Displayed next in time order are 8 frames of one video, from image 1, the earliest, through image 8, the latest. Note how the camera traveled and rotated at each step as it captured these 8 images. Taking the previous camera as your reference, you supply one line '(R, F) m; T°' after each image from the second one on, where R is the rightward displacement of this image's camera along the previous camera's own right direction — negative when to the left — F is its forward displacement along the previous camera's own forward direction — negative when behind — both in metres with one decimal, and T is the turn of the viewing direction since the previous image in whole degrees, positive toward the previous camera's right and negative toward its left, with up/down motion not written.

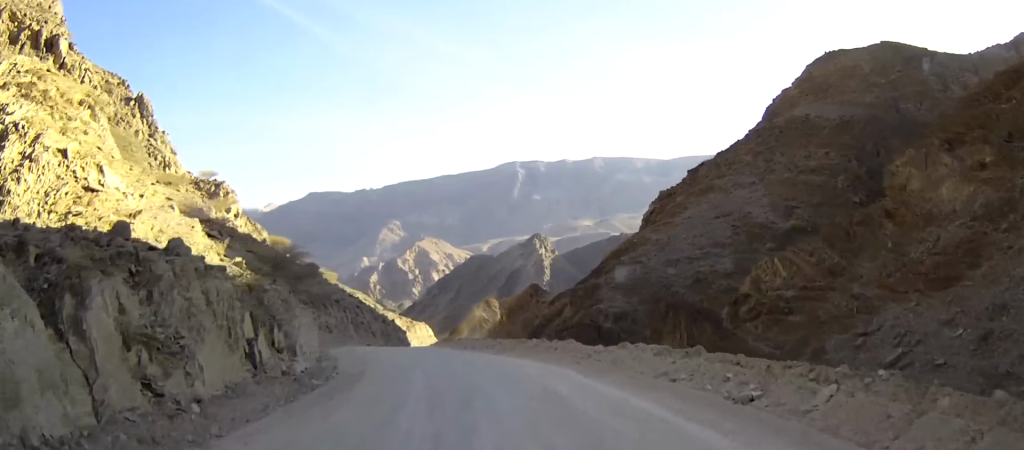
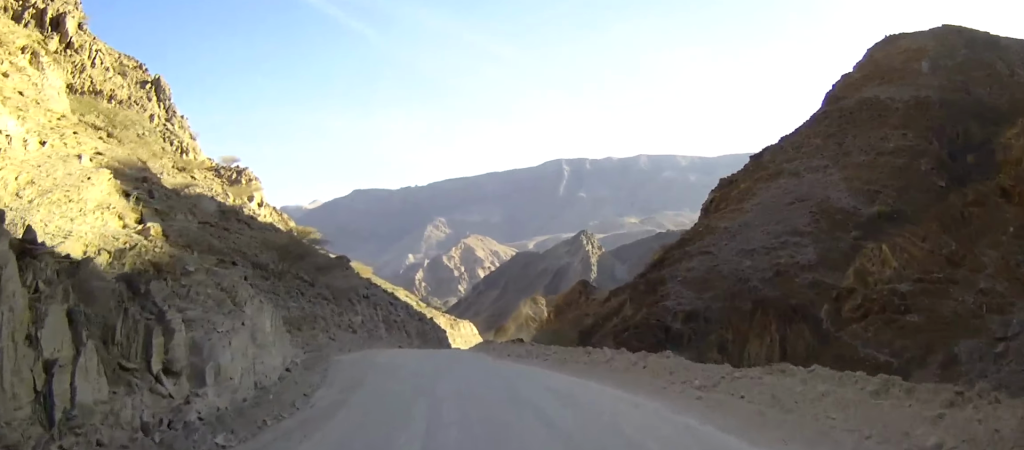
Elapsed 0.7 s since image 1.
(-0.1, +8.2) m; -4°
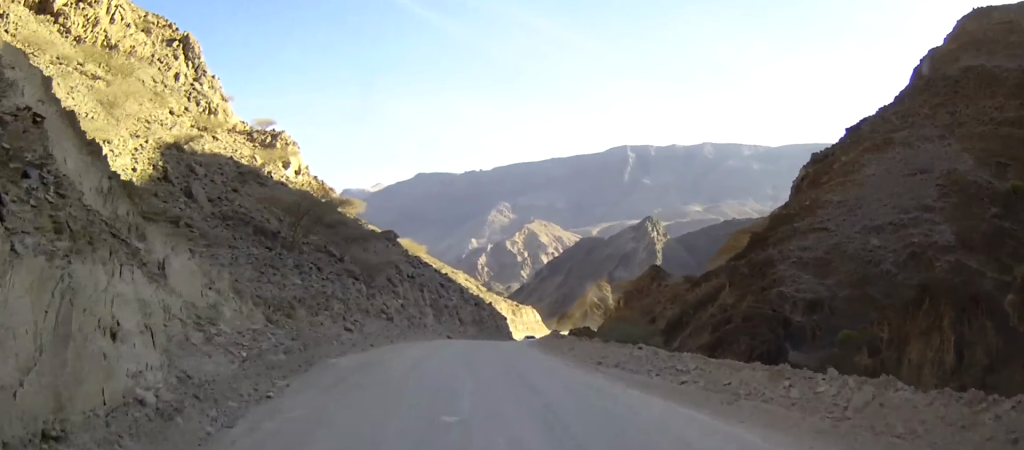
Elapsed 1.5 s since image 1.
(-0.5, +10.5) m; -4°
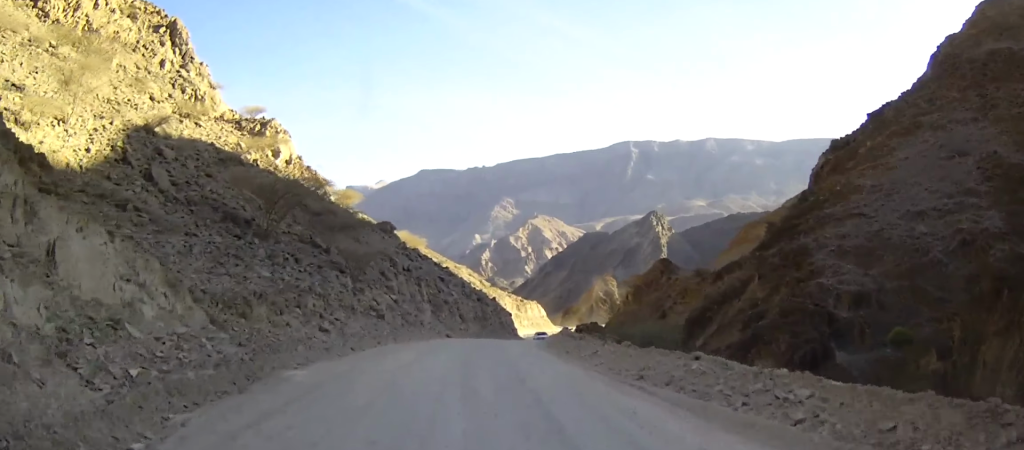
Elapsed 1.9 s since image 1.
(-0.1, +4.9) m; -1°
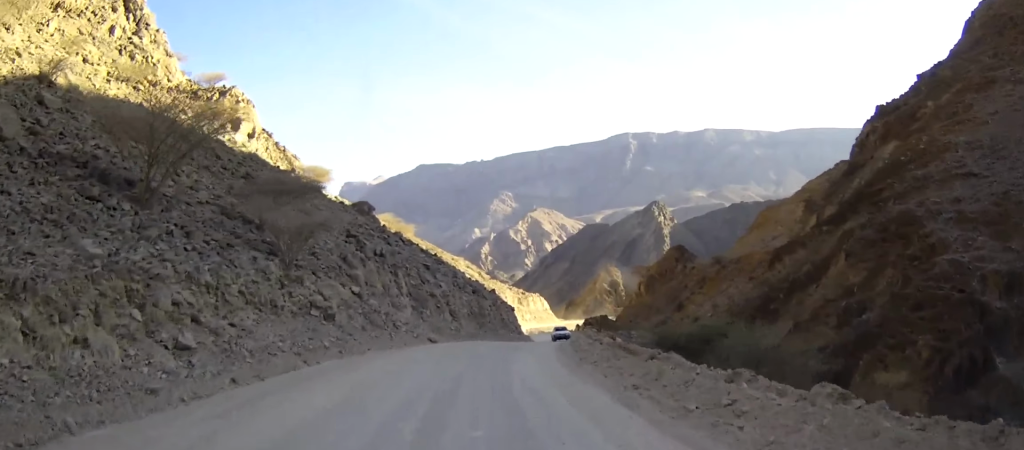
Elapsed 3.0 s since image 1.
(-0.2, +12.1) m; 0°
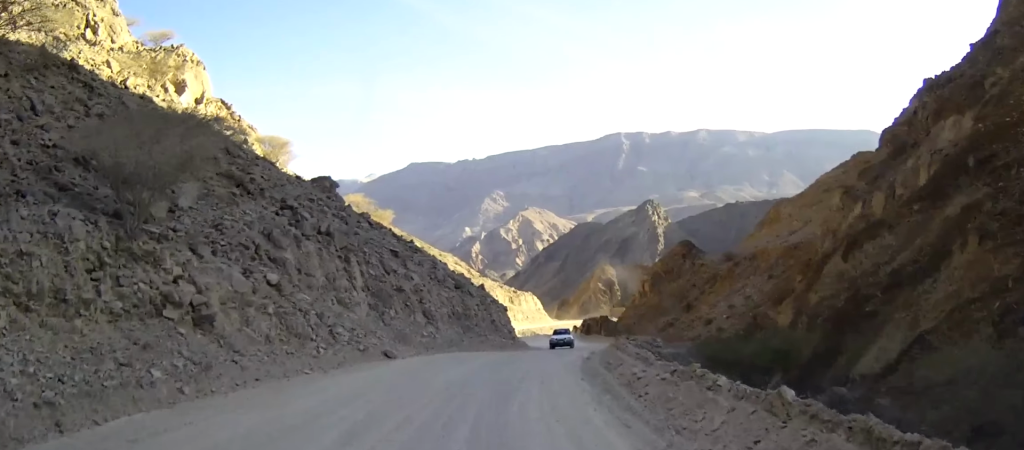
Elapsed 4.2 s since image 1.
(+0.2, +12.0) m; +1°
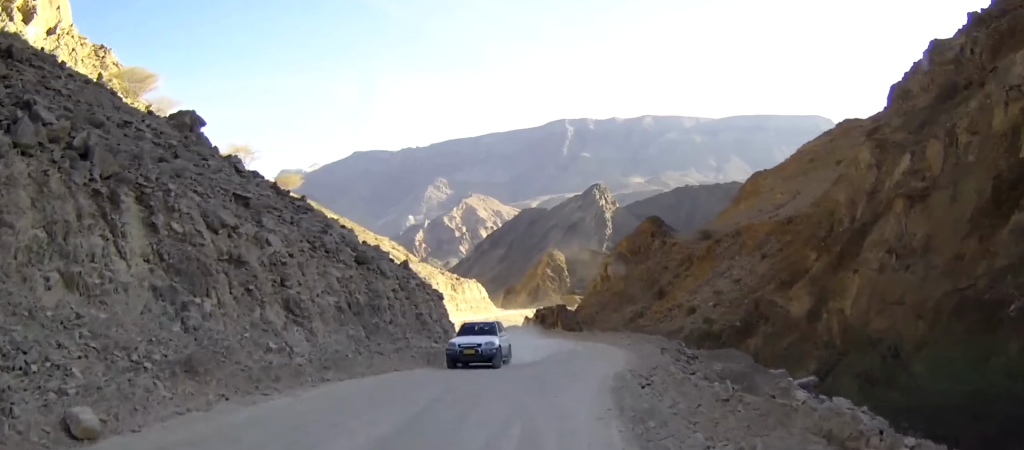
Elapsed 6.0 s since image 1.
(+0.4, +15.4) m; +4°
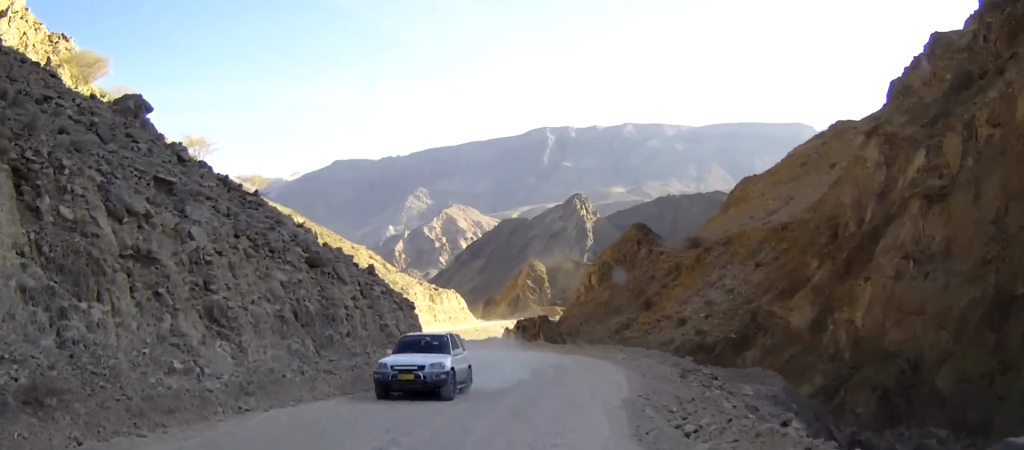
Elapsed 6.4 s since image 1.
(0.0, +4.0) m; +2°
